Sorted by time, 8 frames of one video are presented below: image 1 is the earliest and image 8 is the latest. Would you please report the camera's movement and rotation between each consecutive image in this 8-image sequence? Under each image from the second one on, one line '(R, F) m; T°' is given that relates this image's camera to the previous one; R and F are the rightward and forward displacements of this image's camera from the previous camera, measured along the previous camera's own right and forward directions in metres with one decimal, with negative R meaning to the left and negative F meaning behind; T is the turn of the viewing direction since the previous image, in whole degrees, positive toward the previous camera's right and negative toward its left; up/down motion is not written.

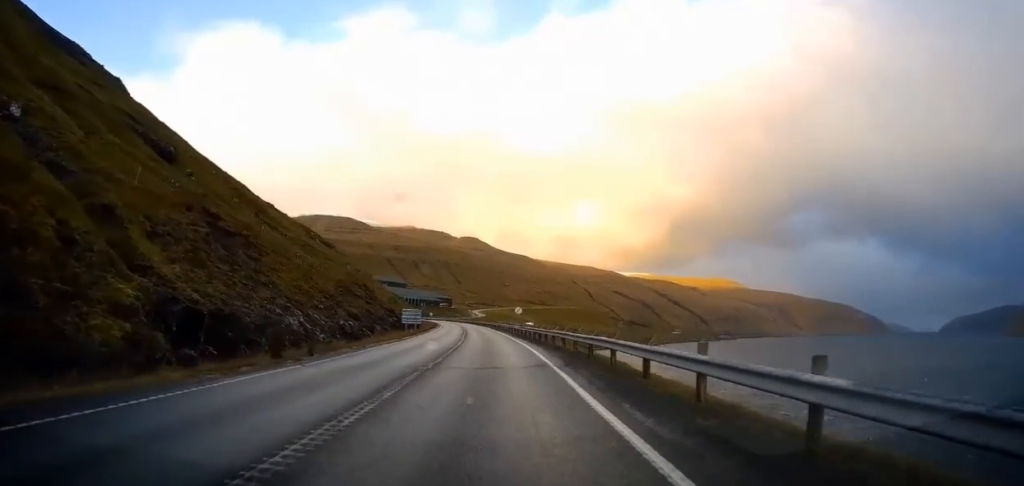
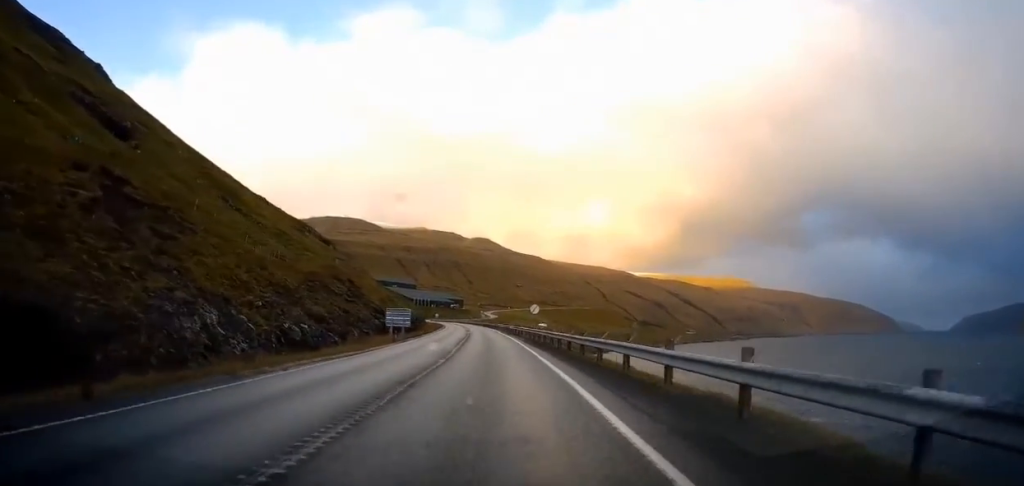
(+0.7, +13.6) m; 0°
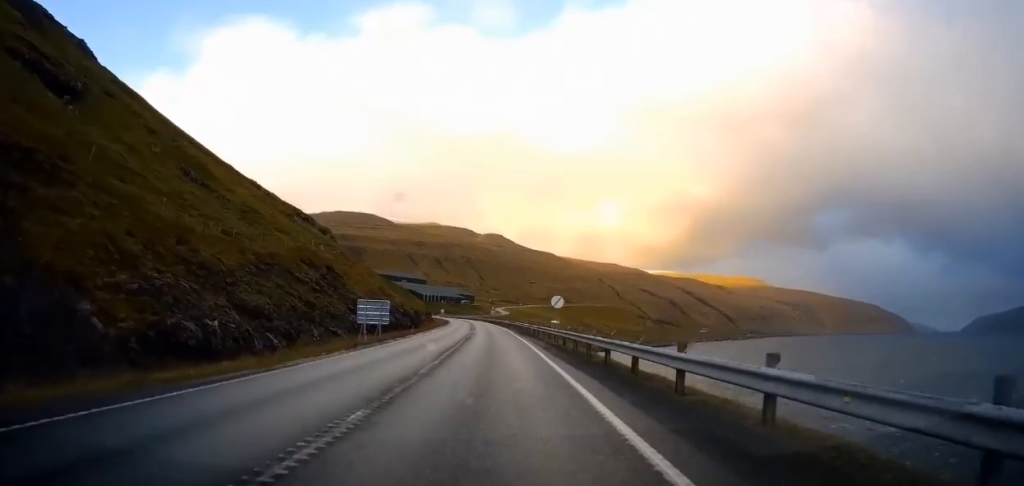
(-0.7, +12.5) m; -3°
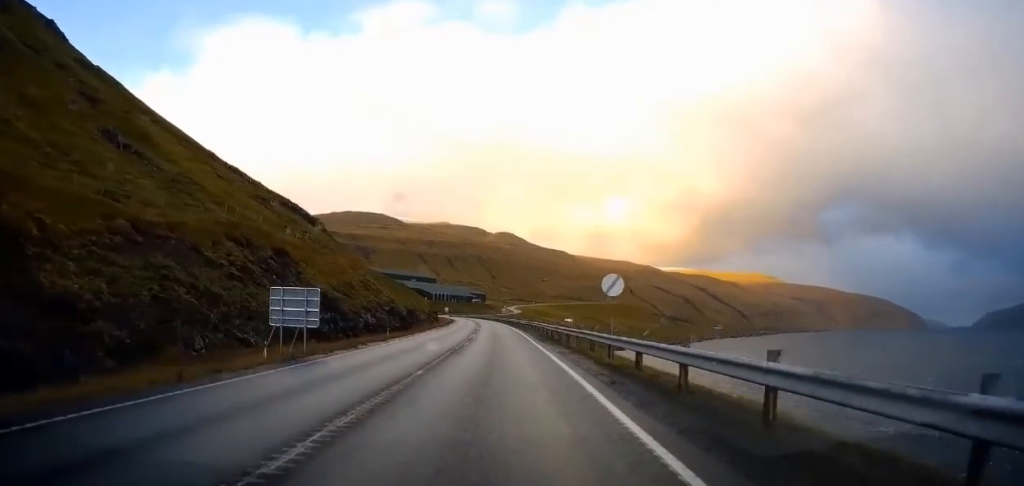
(-0.2, +15.4) m; -1°
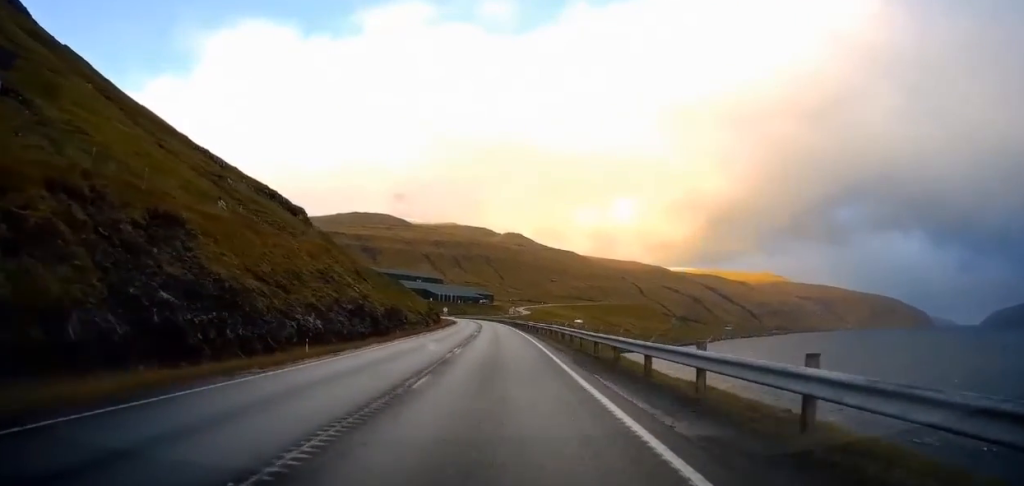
(0.0, +16.8) m; 0°
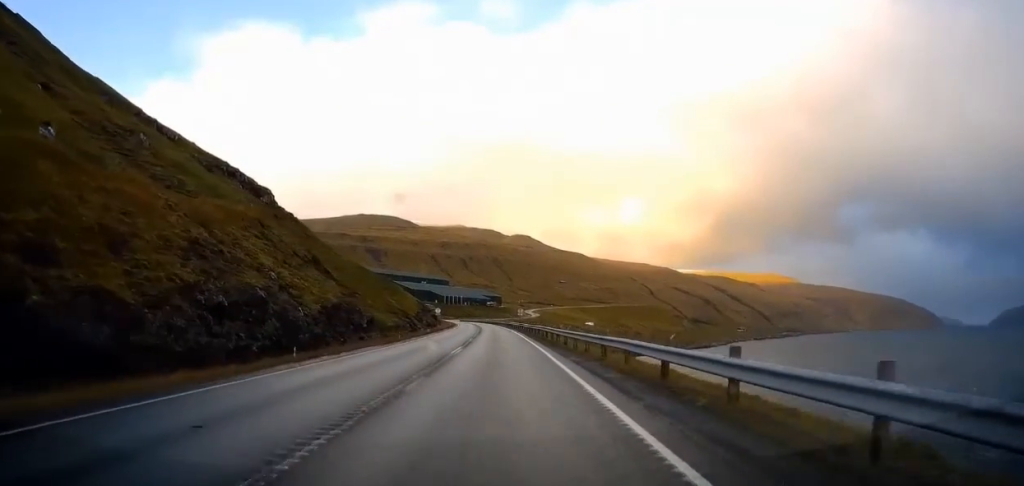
(-0.1, +21.5) m; -2°
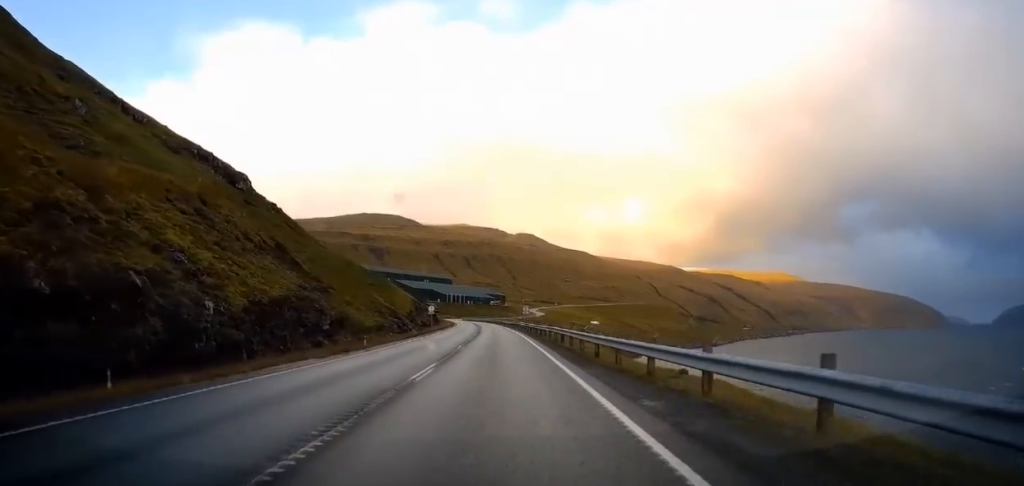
(-0.3, +10.8) m; 0°
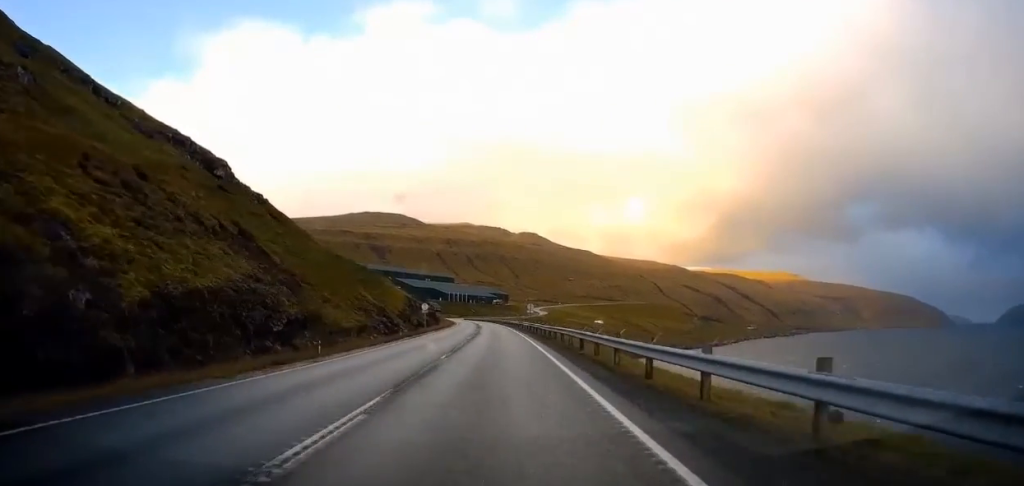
(-0.1, +7.9) m; 0°
